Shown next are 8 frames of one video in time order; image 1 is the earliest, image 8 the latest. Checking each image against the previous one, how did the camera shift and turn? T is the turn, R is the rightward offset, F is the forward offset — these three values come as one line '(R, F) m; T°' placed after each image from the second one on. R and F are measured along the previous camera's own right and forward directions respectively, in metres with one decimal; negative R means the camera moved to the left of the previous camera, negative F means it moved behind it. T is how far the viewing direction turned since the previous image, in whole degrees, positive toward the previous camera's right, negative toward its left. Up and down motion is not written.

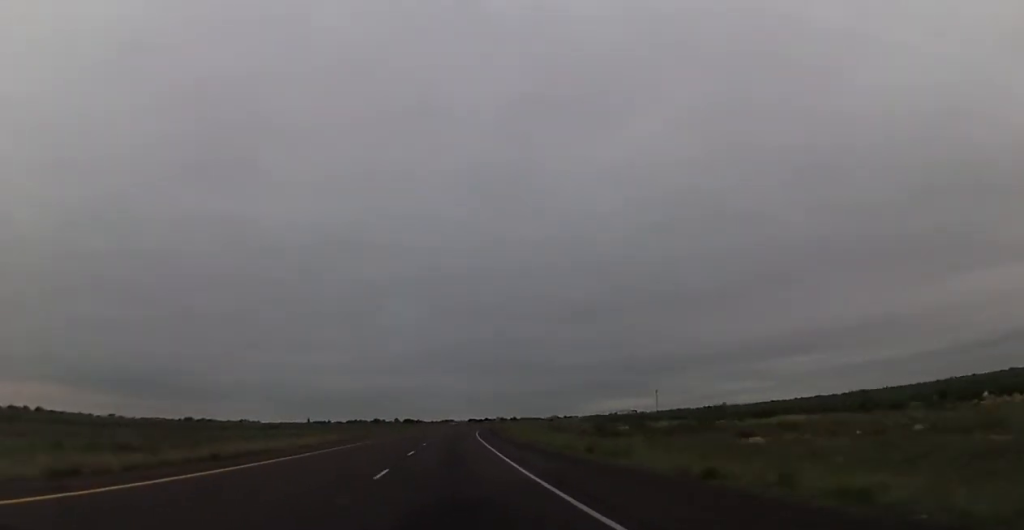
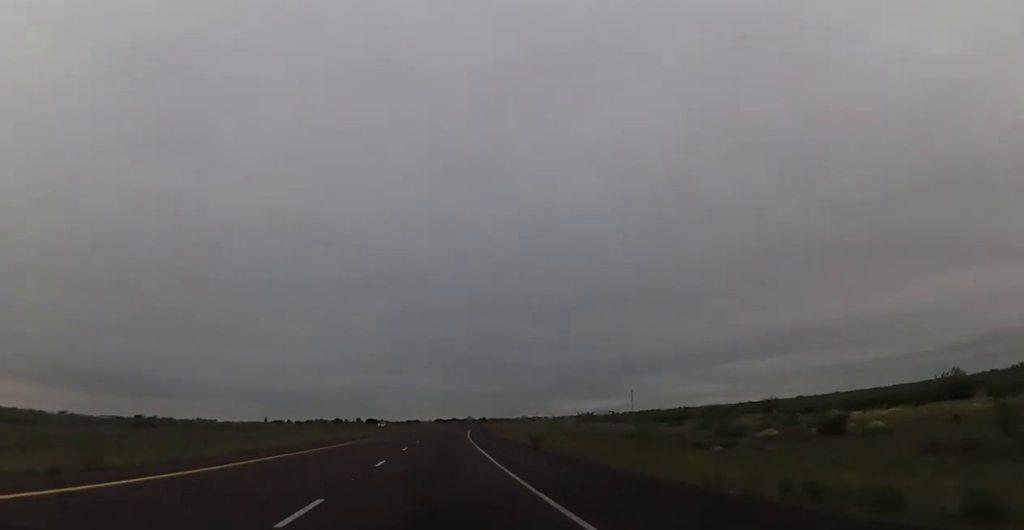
(+1.0, +68.0) m; +2°
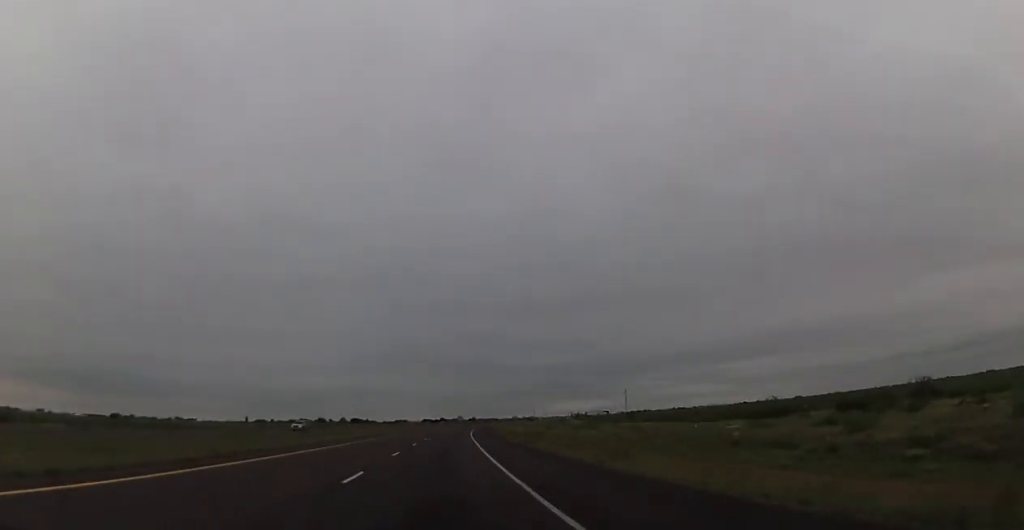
(+0.3, +42.0) m; +2°
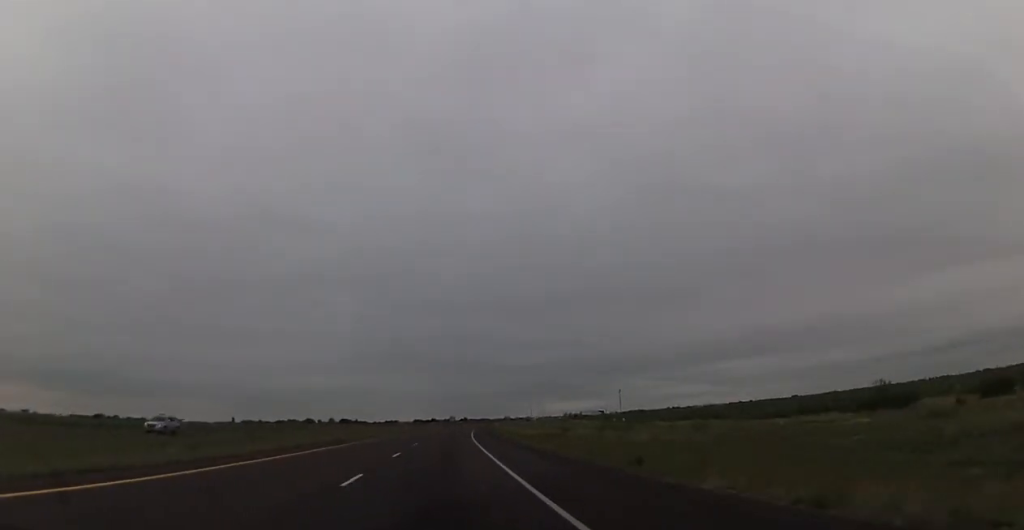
(+0.2, +24.8) m; +1°
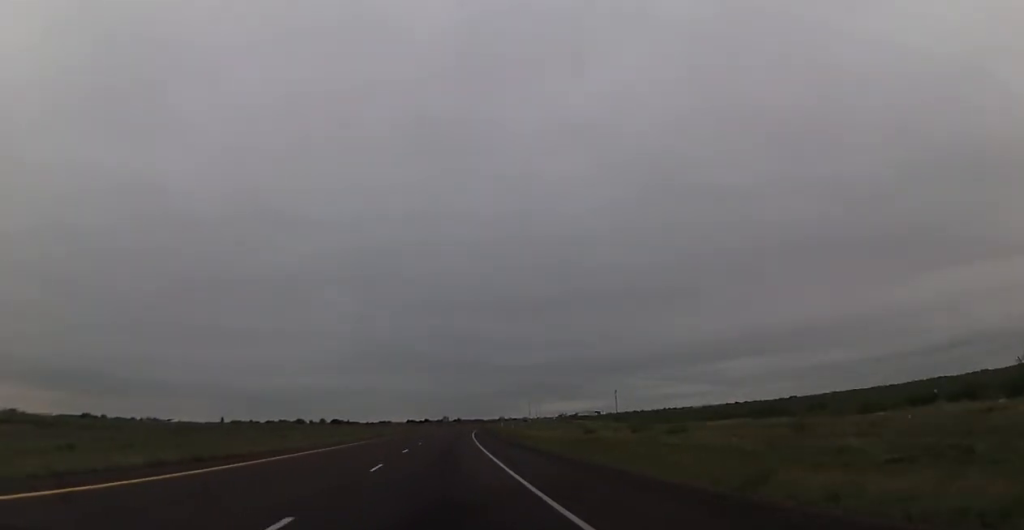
(+0.5, +19.9) m; 0°
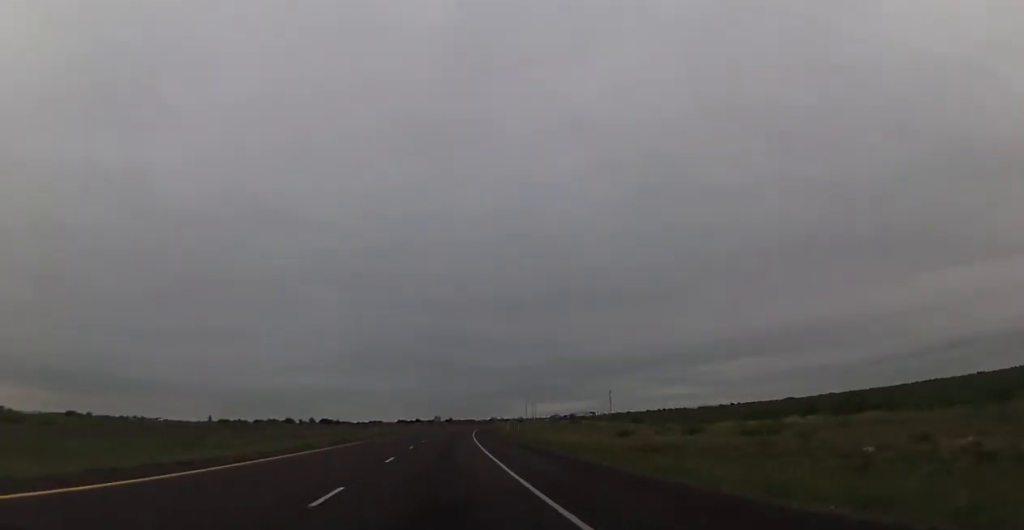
(+0.1, +19.9) m; 0°
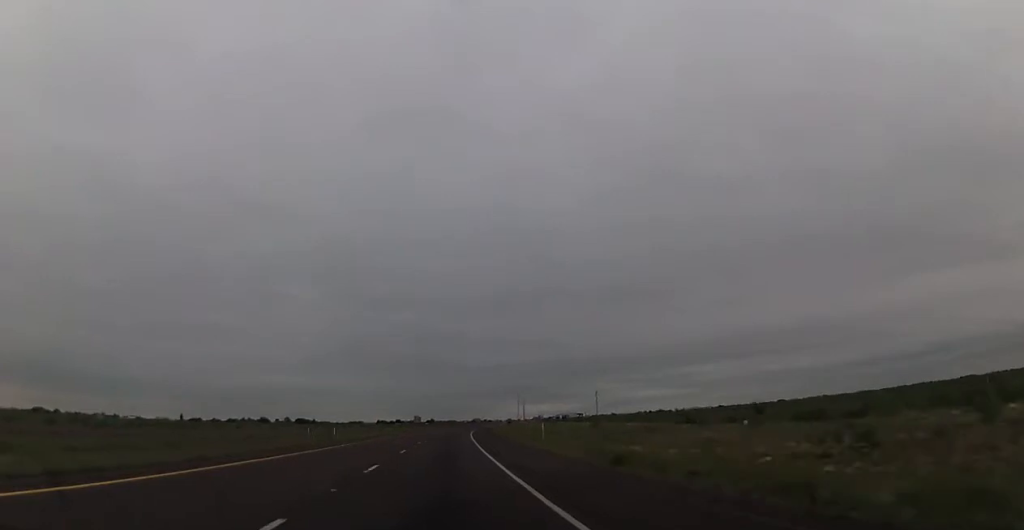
(0.0, +40.9) m; +1°
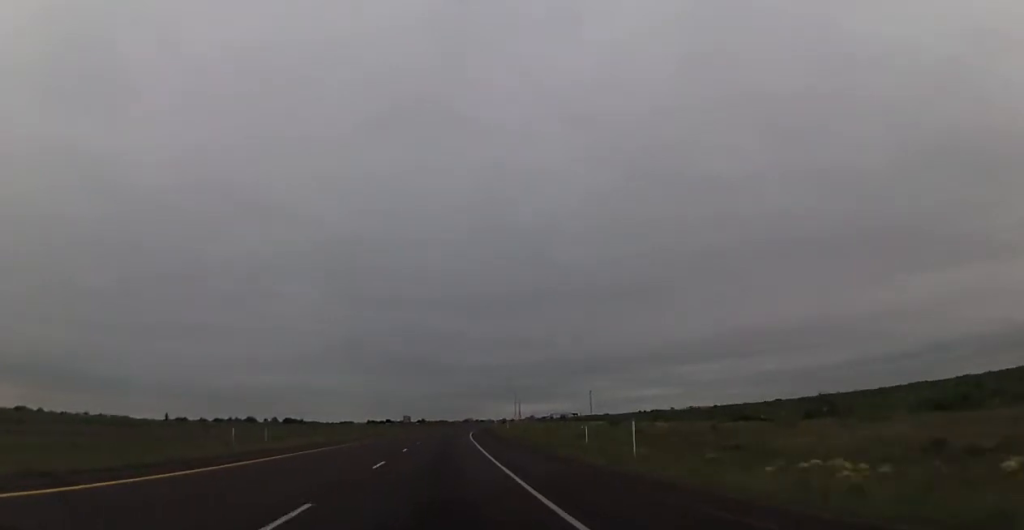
(+0.4, +22.3) m; +1°
